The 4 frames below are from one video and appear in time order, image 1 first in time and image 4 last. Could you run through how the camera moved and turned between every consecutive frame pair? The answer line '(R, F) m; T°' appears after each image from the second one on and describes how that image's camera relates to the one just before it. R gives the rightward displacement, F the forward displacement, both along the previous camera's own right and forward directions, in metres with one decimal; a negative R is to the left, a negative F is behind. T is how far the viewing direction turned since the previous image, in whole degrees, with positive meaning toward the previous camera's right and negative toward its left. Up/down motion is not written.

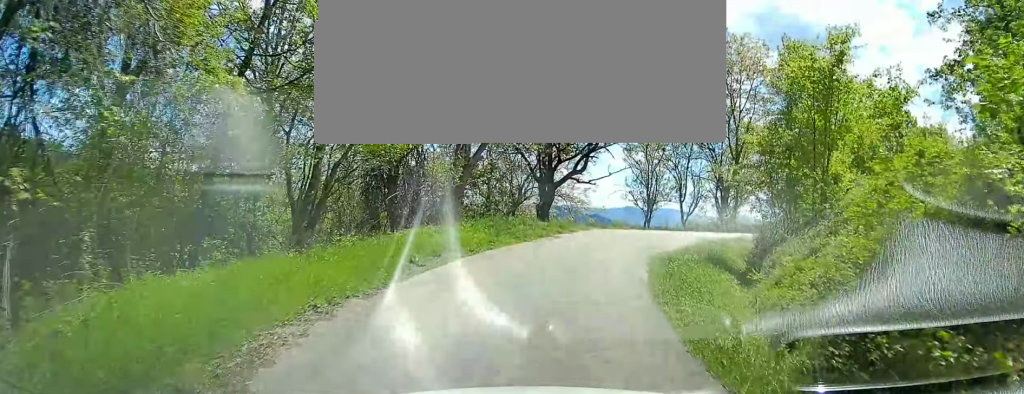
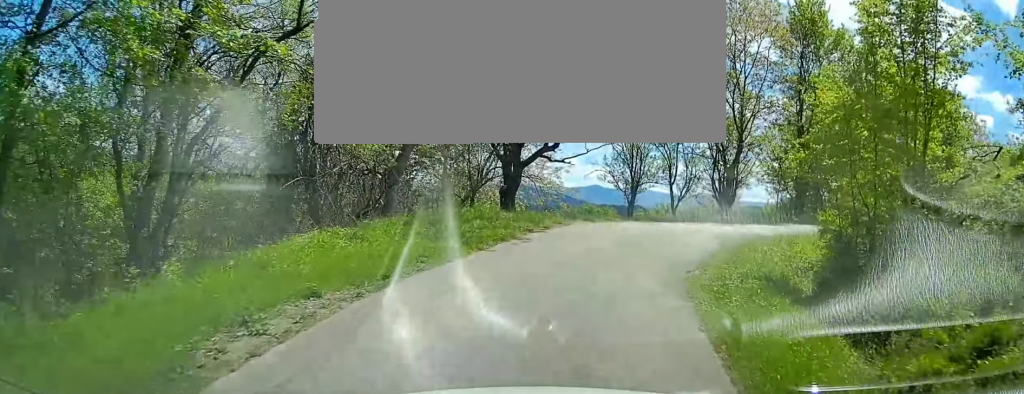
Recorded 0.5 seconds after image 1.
(+0.8, +5.3) m; +6°
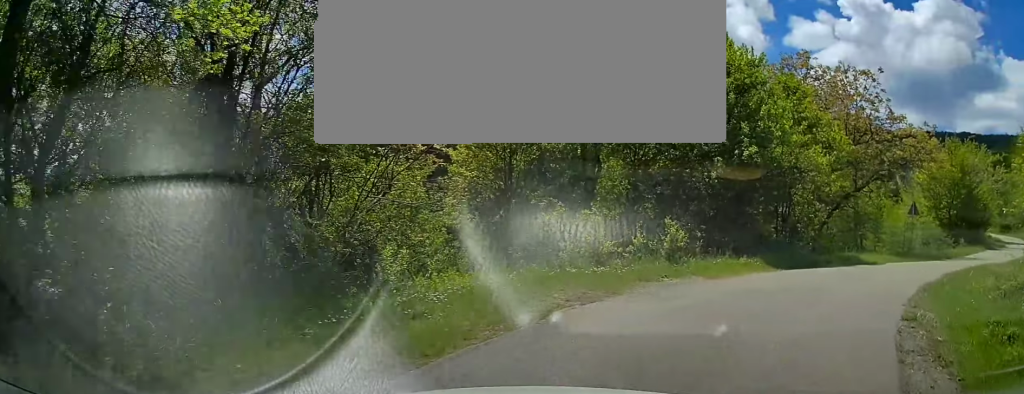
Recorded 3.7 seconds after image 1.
(+2.1, +25.5) m; +41°
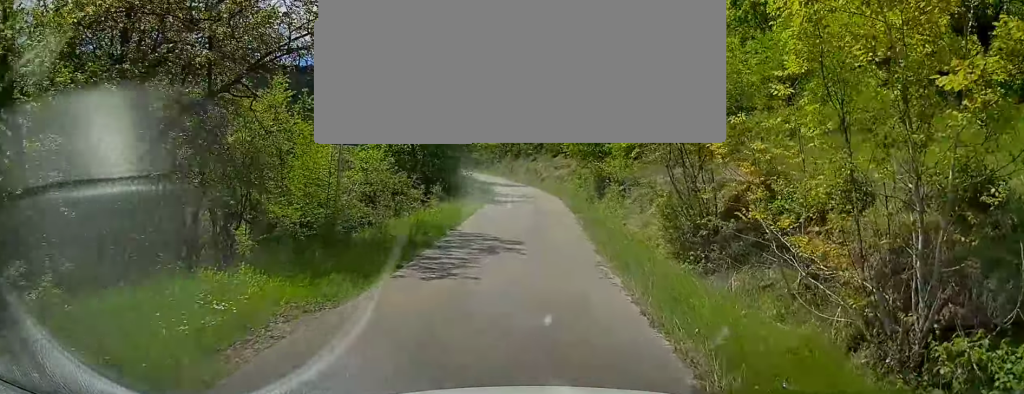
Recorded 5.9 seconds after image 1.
(+10.4, +16.4) m; +44°
